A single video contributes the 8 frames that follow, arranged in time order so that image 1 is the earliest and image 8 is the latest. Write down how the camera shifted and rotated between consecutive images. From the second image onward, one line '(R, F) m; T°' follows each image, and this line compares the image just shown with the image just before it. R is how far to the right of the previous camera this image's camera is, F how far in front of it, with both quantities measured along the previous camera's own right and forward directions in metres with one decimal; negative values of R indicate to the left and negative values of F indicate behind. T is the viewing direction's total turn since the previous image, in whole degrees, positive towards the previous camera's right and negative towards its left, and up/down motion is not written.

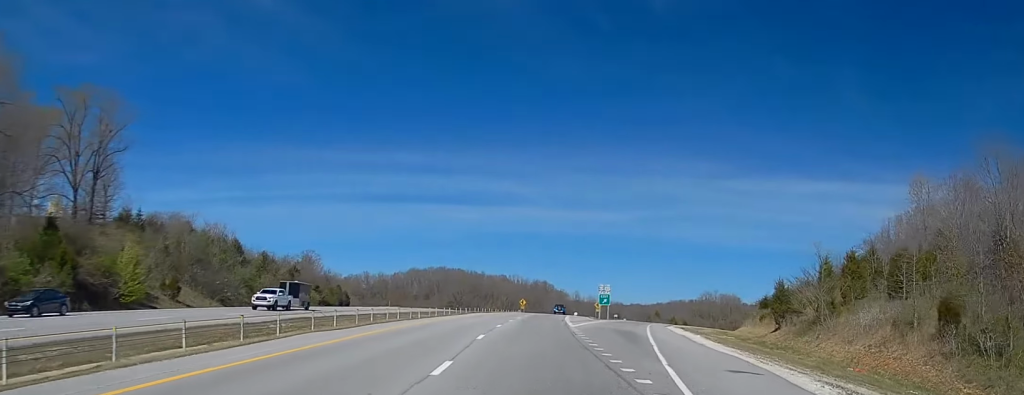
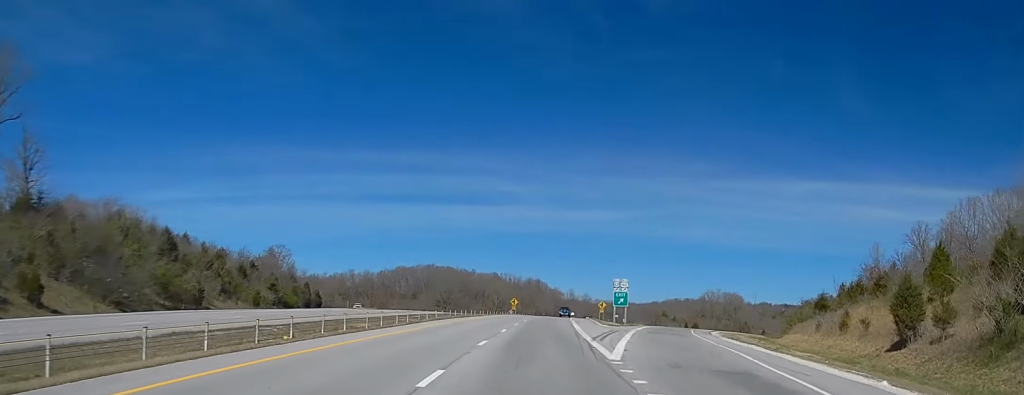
(+0.7, +25.6) m; +1°
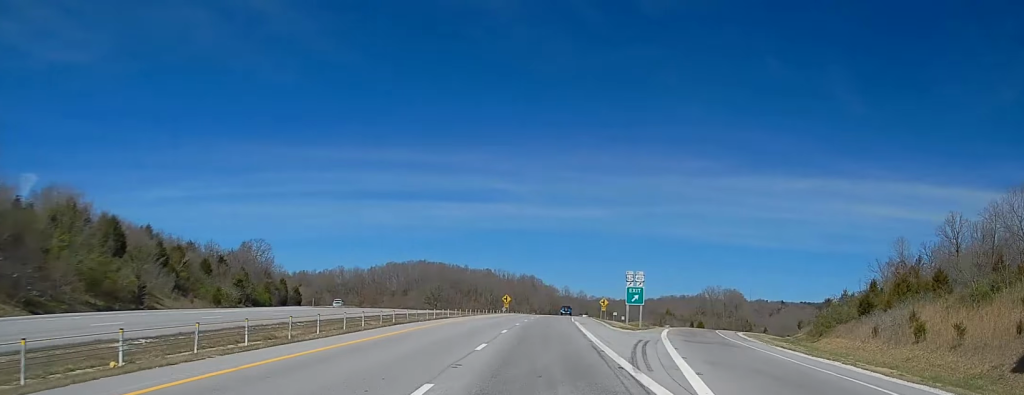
(-0.1, +14.5) m; 0°
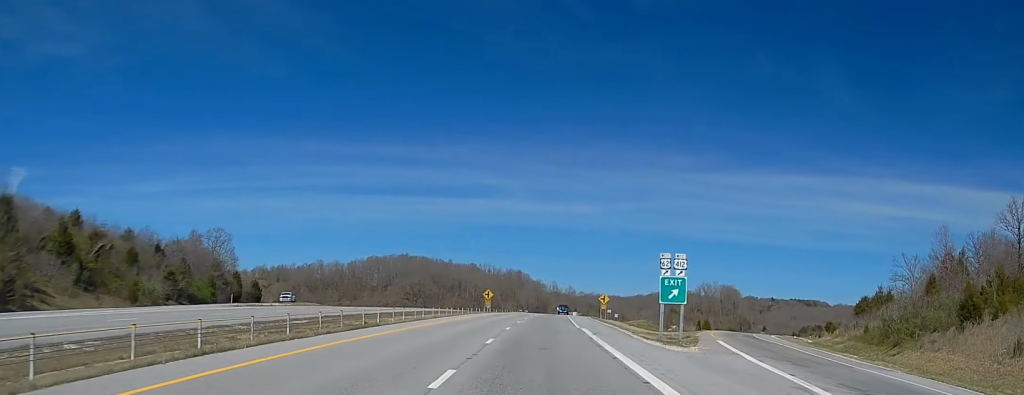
(-0.2, +22.0) m; 0°
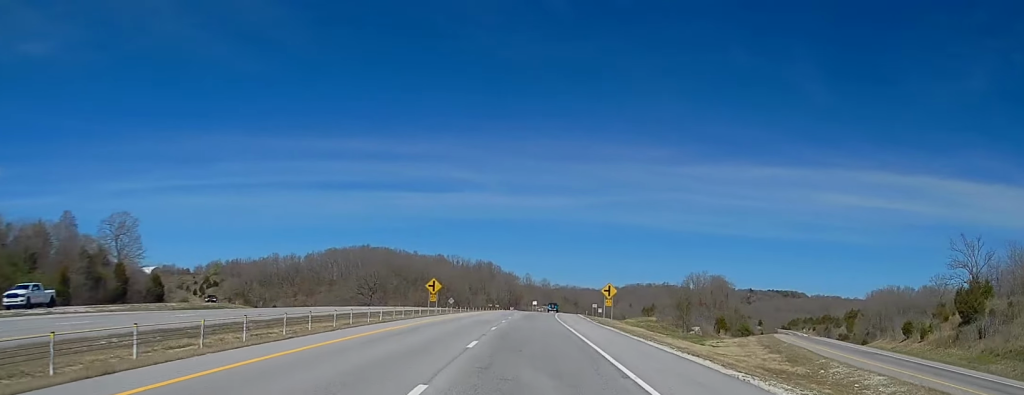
(+1.0, +39.2) m; +3°
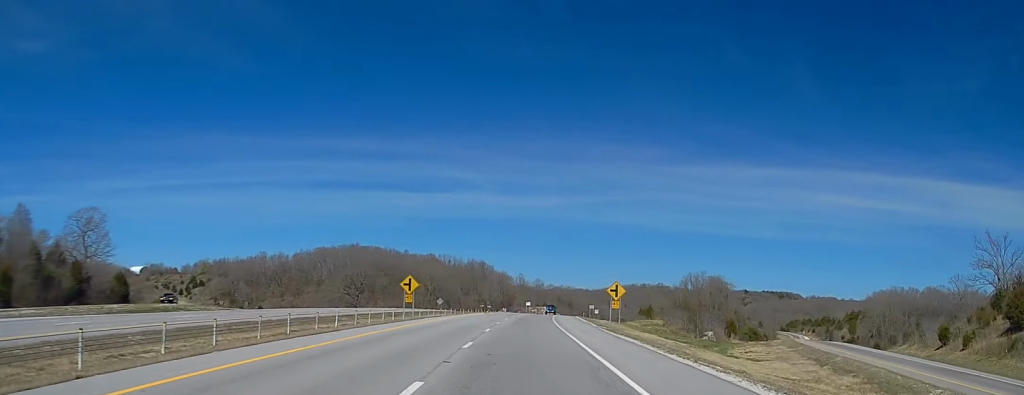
(+0.1, +11.6) m; 0°
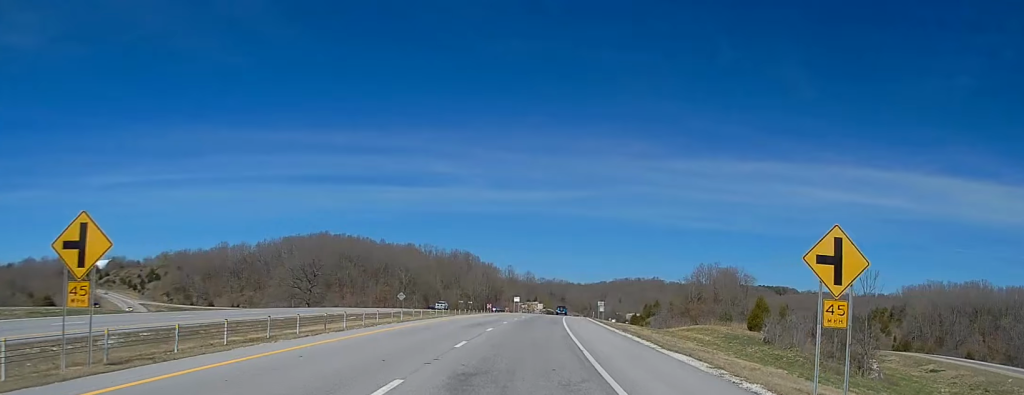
(+0.2, +48.5) m; 0°
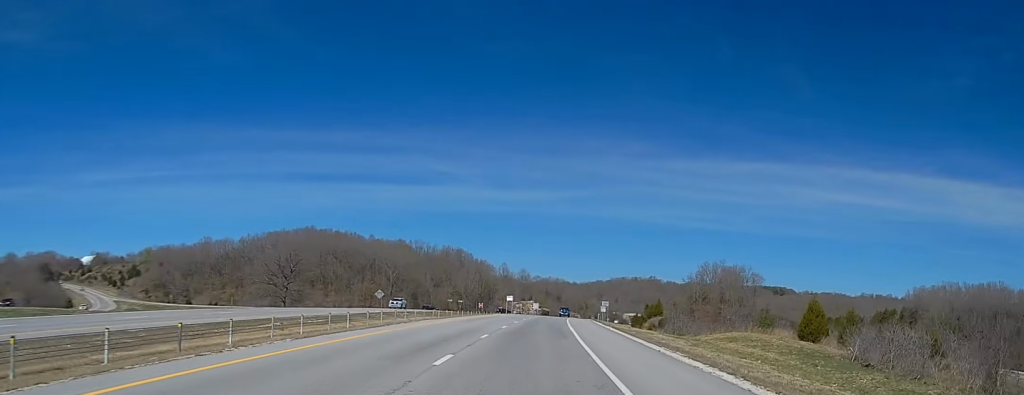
(0.0, +17.8) m; 0°
